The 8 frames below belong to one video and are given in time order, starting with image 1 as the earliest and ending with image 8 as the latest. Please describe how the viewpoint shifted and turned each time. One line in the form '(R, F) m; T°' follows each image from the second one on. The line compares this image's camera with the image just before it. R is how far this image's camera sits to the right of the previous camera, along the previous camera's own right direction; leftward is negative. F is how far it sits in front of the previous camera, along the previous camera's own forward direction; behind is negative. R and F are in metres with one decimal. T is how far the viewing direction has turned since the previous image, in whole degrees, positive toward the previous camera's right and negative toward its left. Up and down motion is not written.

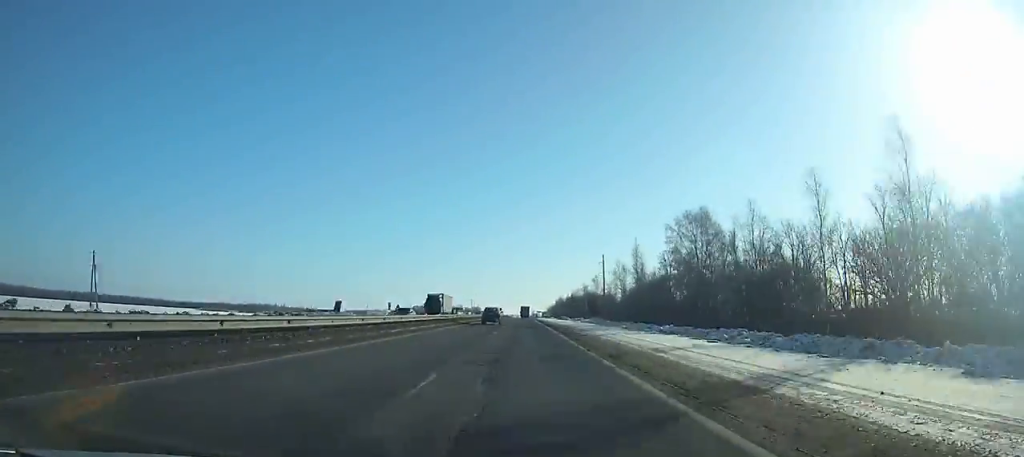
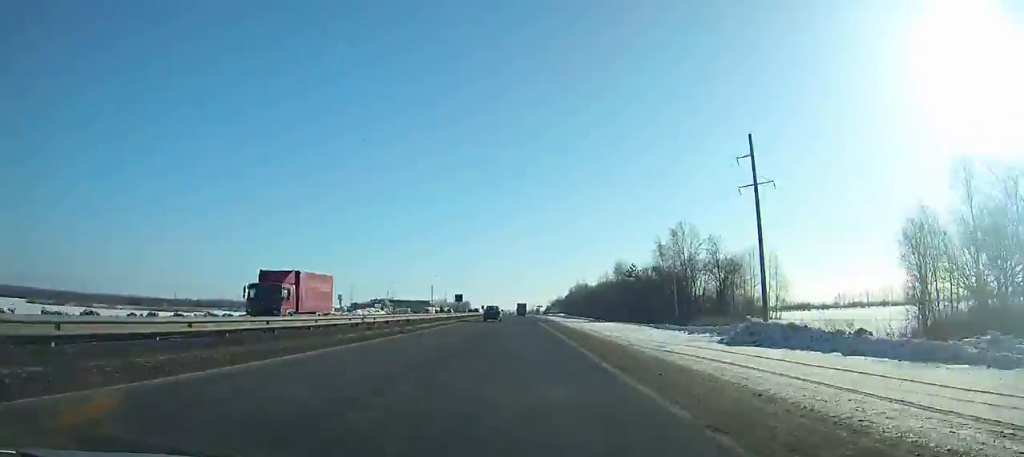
(-0.2, +114.2) m; 0°
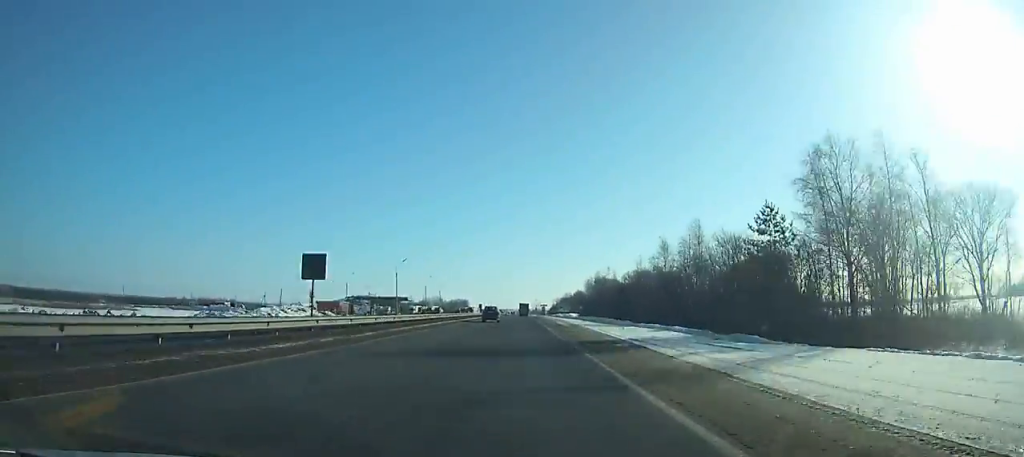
(+0.2, +47.6) m; 0°
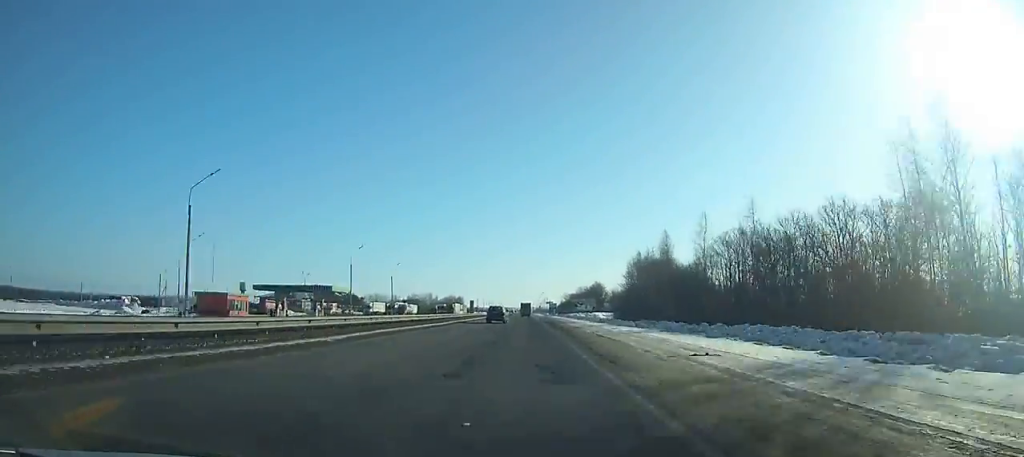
(+0.1, +70.8) m; 0°
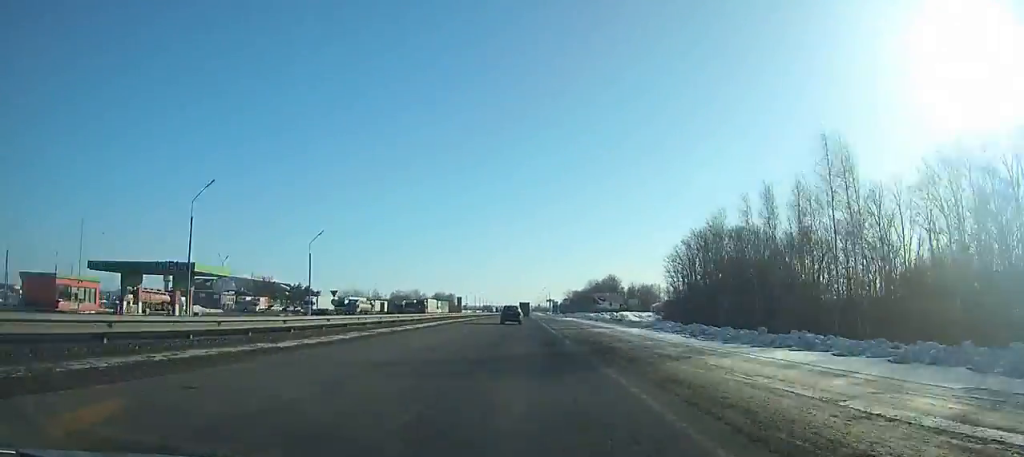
(0.0, +43.9) m; 0°
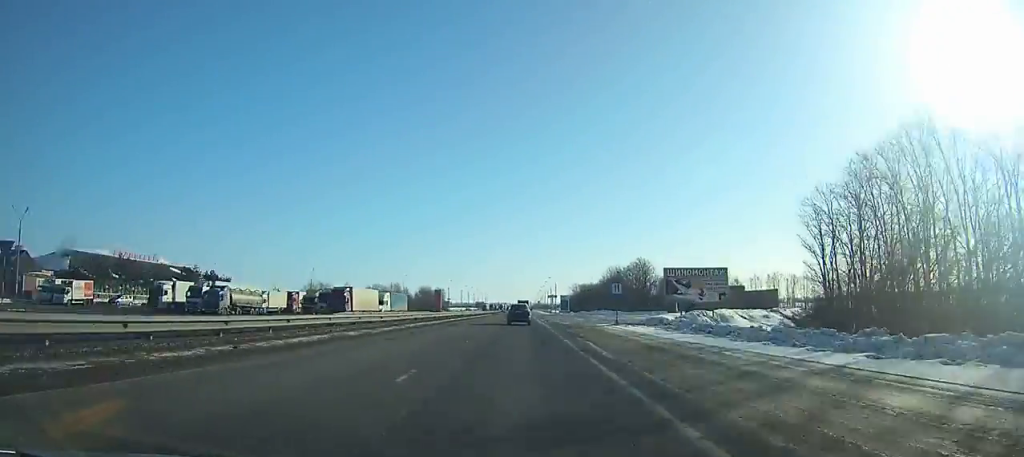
(0.0, +56.0) m; 0°
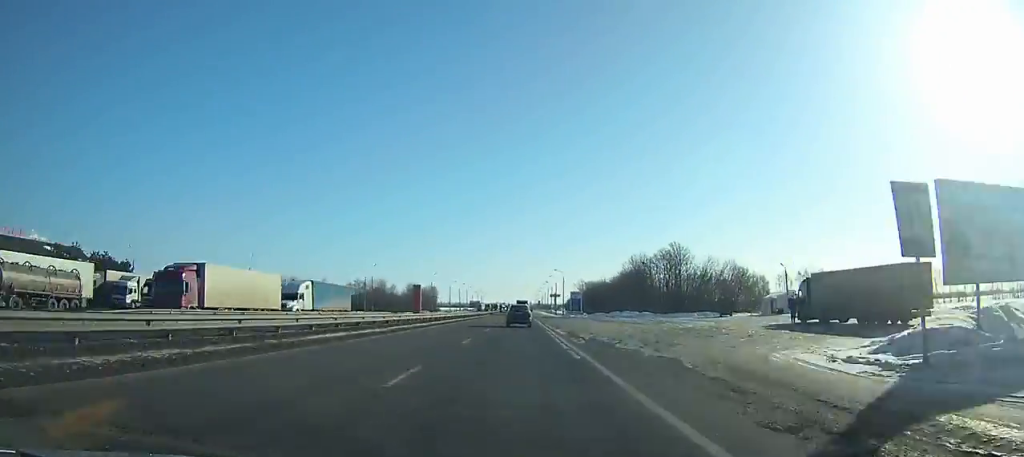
(+0.1, +34.1) m; 0°
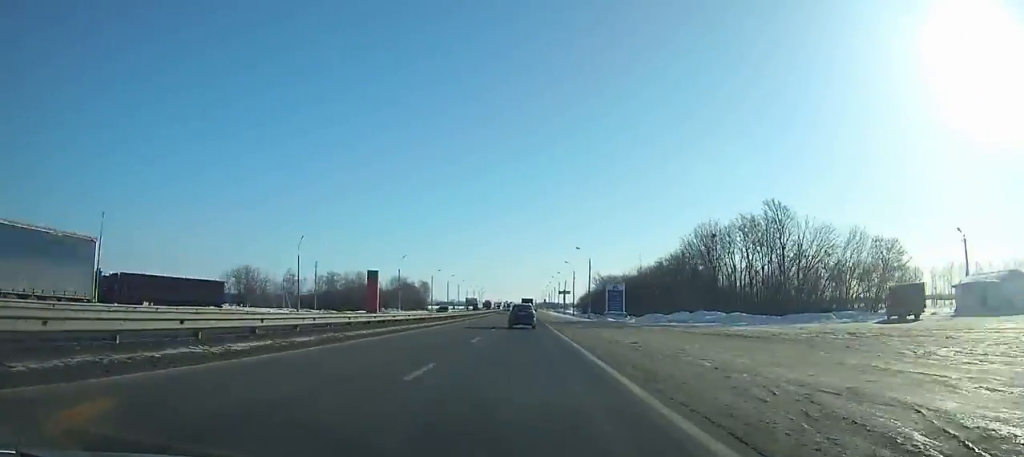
(+0.1, +48.3) m; 0°
